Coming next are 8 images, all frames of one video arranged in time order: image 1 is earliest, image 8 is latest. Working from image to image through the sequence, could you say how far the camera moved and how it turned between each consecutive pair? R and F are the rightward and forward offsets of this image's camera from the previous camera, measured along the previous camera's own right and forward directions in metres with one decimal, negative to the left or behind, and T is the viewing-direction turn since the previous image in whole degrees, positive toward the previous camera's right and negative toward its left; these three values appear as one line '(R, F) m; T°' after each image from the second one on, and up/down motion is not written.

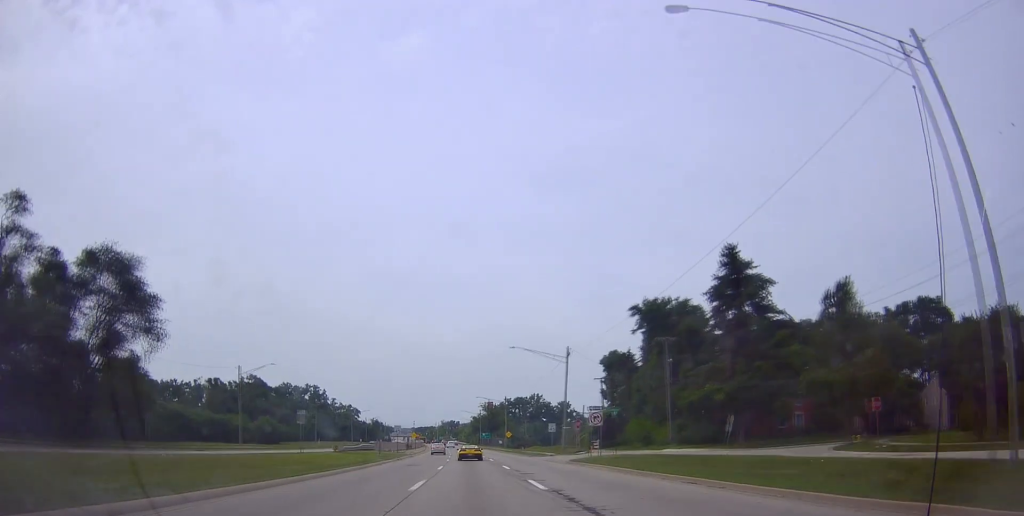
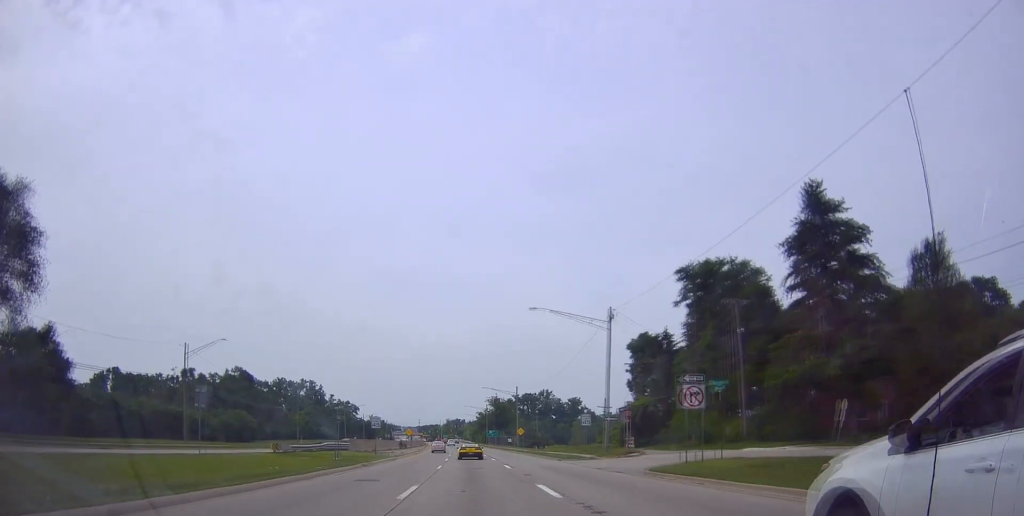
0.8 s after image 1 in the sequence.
(-0.2, +18.5) m; -1°
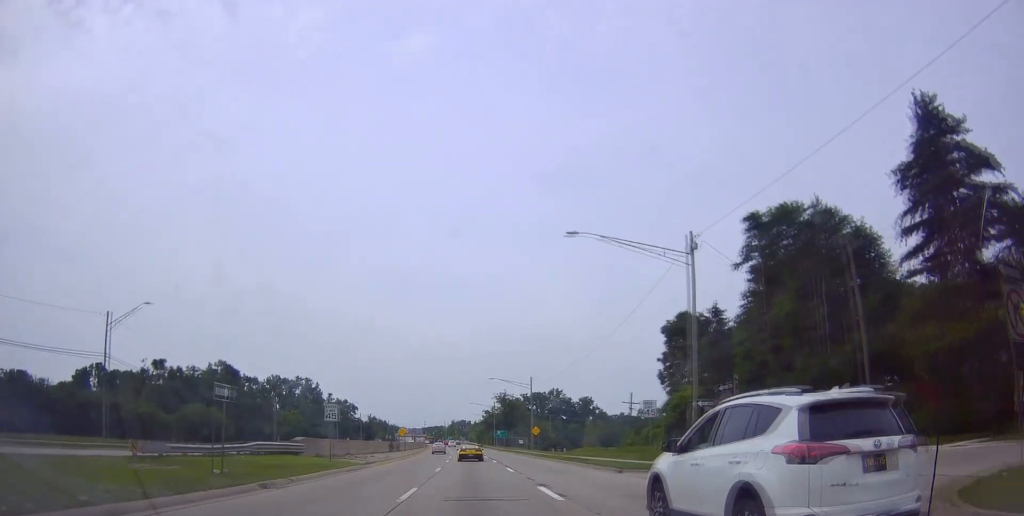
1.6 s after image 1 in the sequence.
(-0.3, +17.6) m; -1°
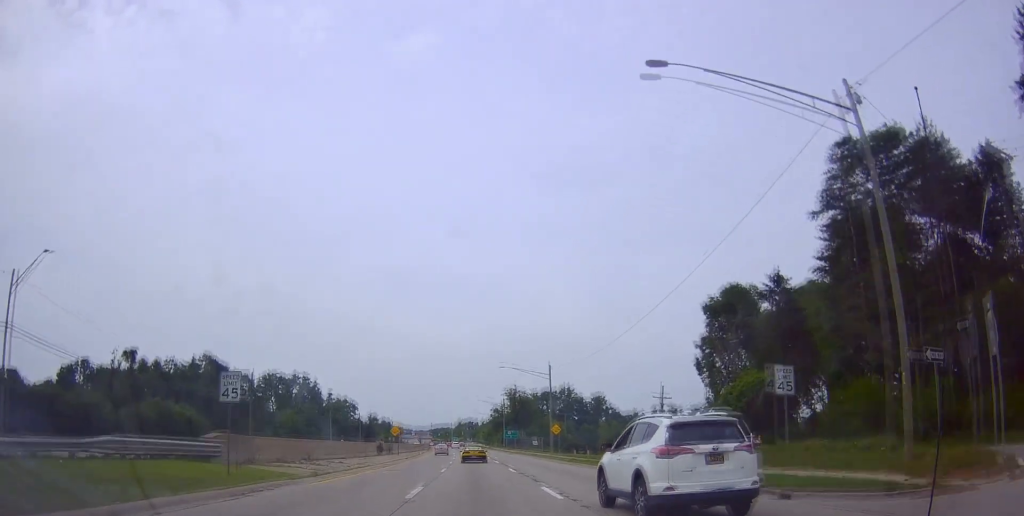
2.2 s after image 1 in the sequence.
(0.0, +15.2) m; 0°
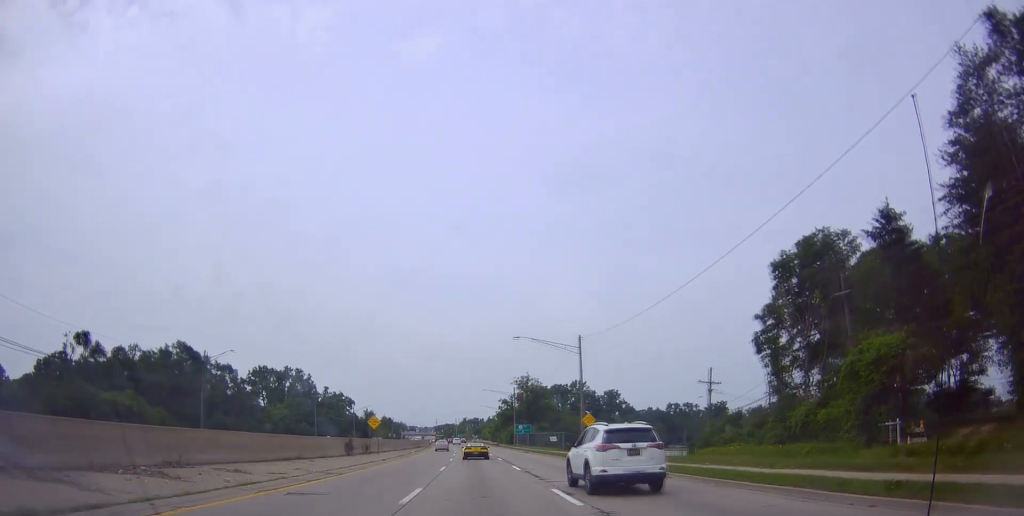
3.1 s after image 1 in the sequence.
(0.0, +18.3) m; 0°
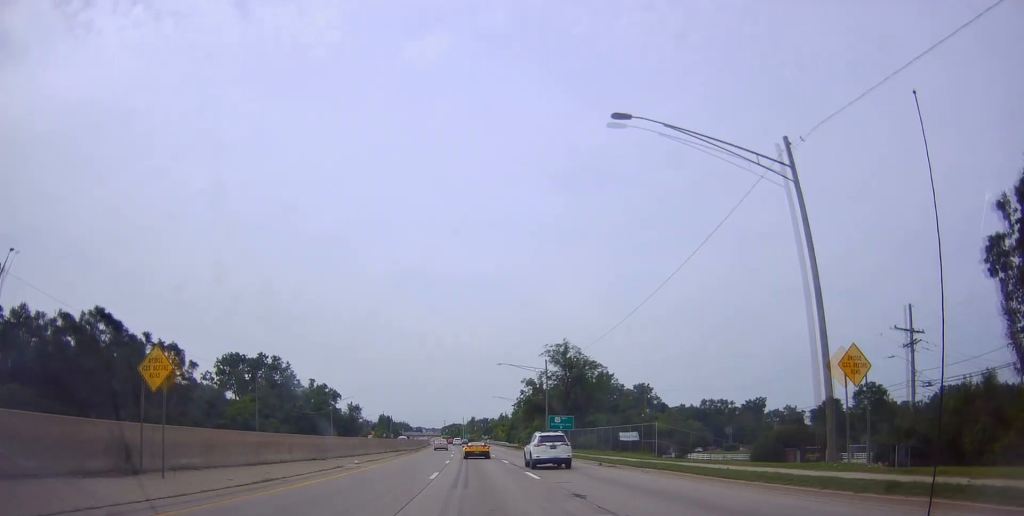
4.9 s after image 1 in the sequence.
(0.0, +39.5) m; 0°
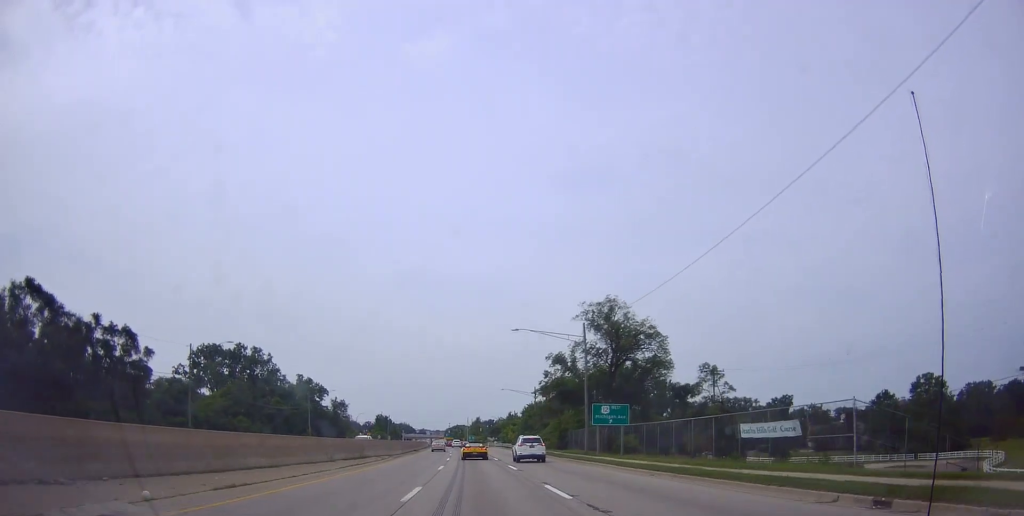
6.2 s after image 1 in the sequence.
(0.0, +25.4) m; 0°
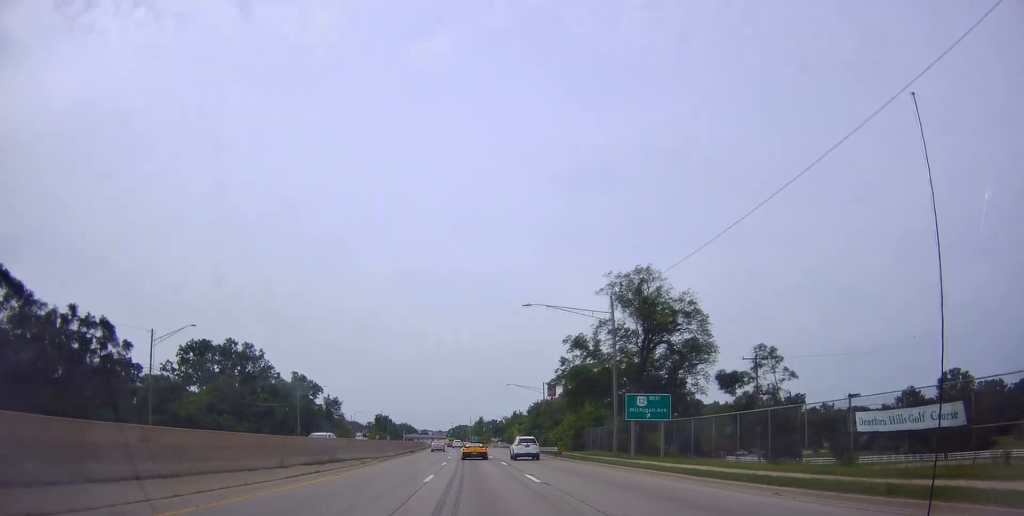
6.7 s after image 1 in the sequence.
(0.0, +10.7) m; 0°
